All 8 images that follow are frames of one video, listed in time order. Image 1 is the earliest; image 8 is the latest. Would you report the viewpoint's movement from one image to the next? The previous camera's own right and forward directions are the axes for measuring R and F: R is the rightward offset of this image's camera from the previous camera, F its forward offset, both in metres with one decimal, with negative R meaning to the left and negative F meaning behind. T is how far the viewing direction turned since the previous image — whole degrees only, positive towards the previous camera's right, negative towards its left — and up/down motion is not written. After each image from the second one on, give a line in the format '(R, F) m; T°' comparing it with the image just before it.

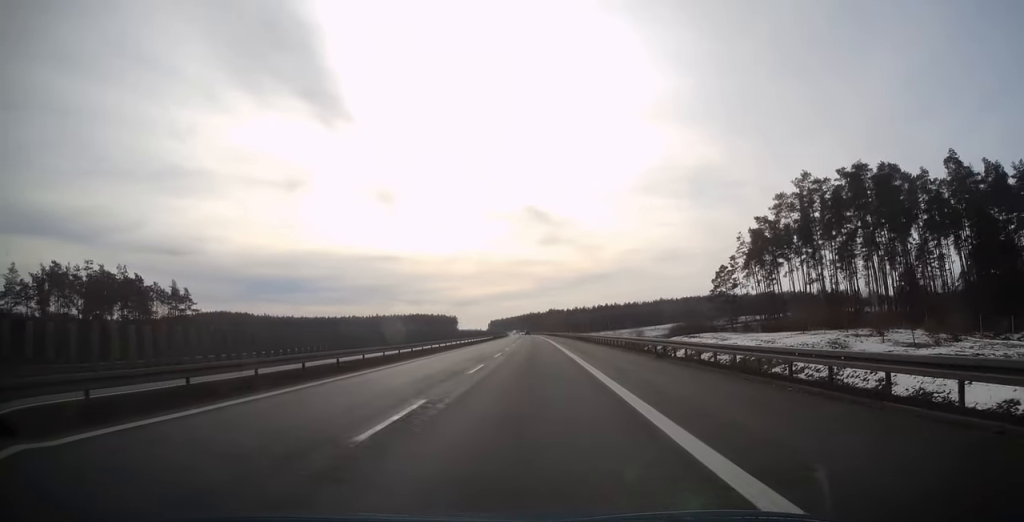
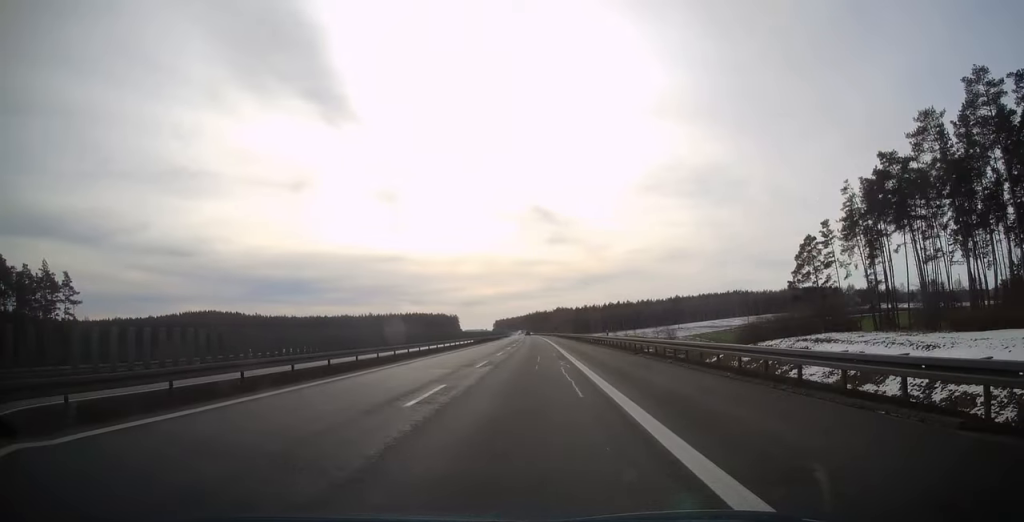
(-0.1, +44.5) m; -1°
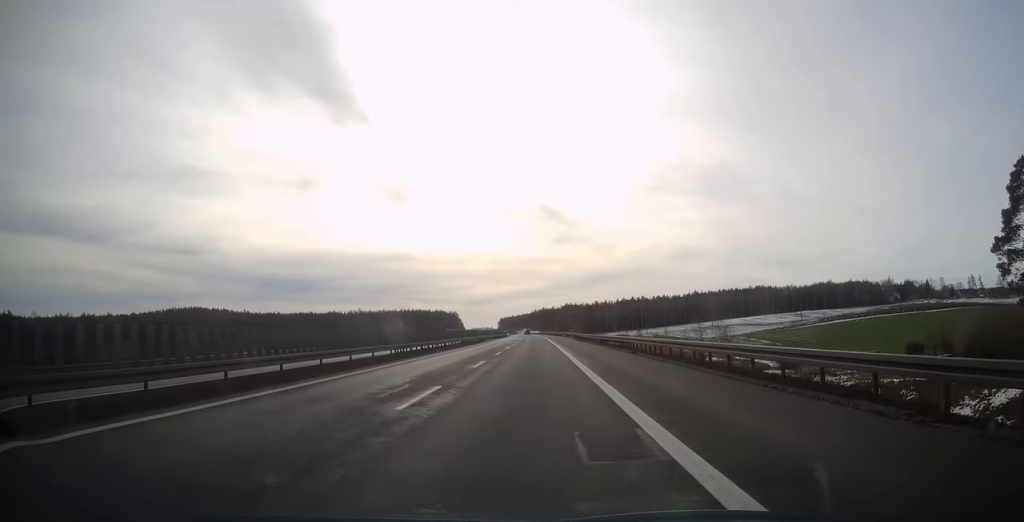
(-0.3, +49.1) m; -1°
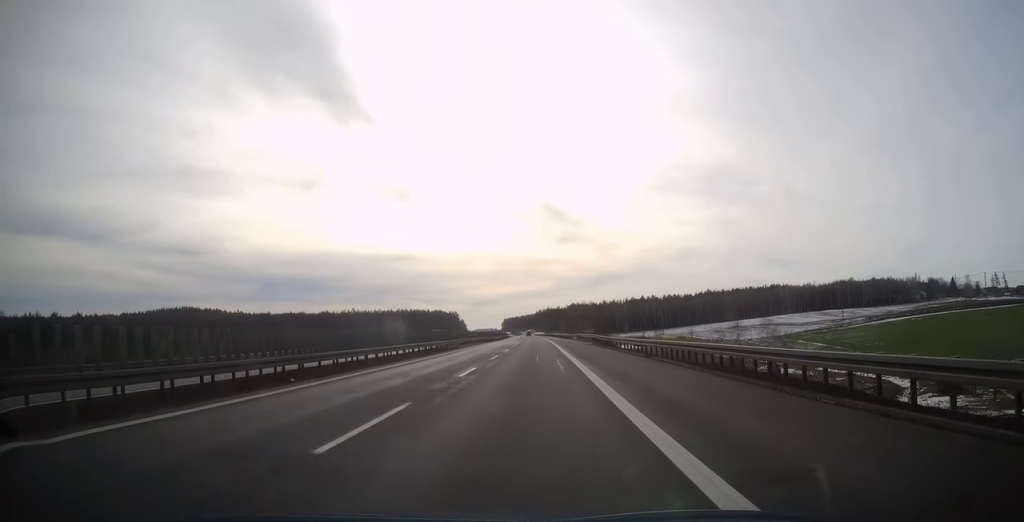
(0.0, +28.1) m; 0°
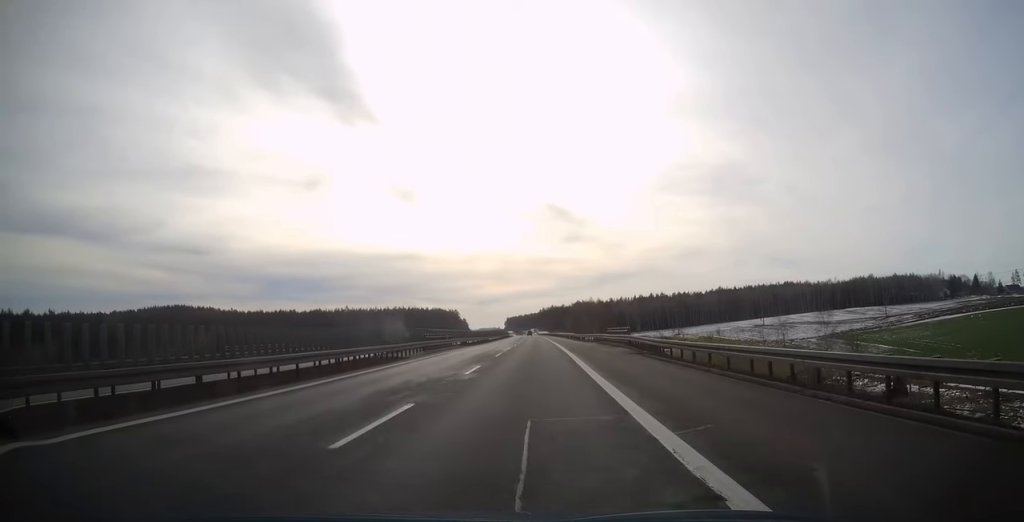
(-0.1, +23.5) m; 0°
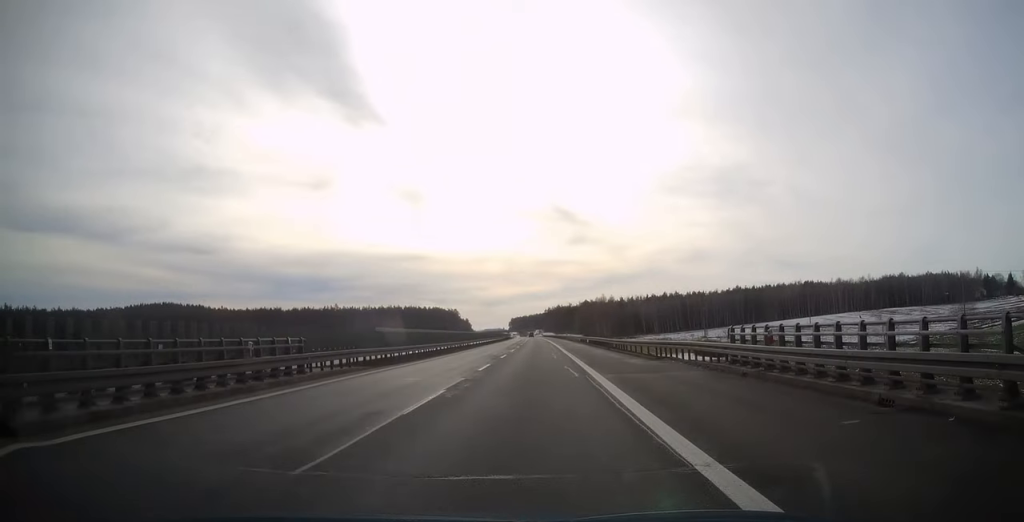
(-0.2, +33.2) m; -1°
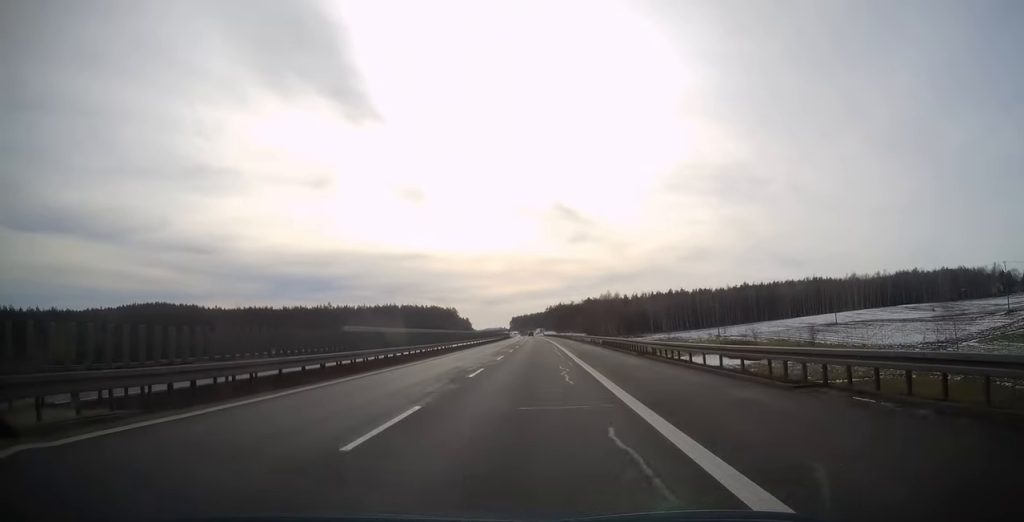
(0.0, +15.3) m; 0°
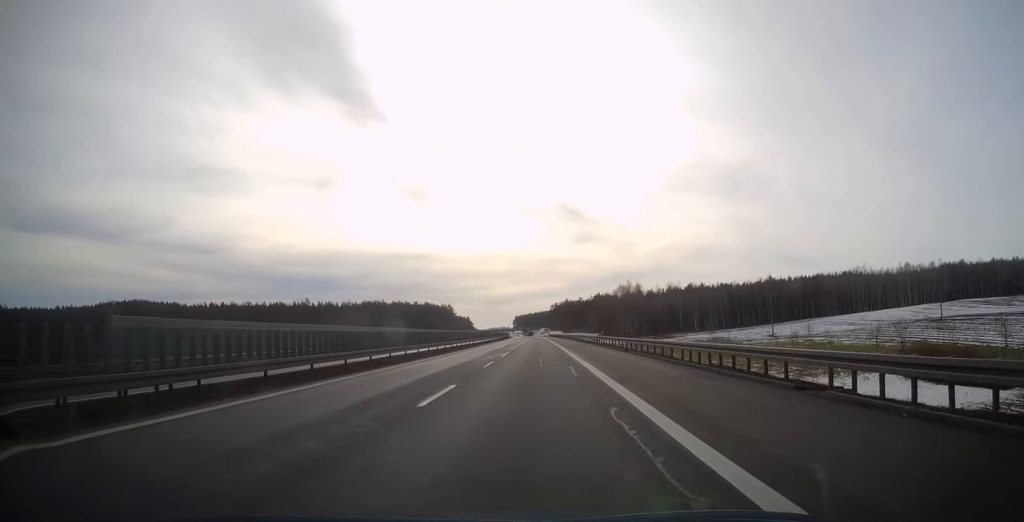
(-0.1, +44.4) m; 0°
